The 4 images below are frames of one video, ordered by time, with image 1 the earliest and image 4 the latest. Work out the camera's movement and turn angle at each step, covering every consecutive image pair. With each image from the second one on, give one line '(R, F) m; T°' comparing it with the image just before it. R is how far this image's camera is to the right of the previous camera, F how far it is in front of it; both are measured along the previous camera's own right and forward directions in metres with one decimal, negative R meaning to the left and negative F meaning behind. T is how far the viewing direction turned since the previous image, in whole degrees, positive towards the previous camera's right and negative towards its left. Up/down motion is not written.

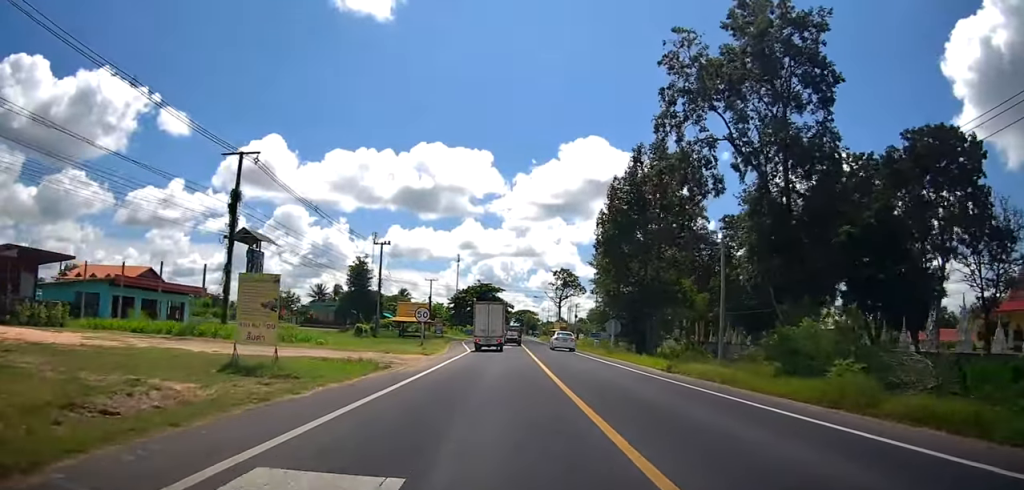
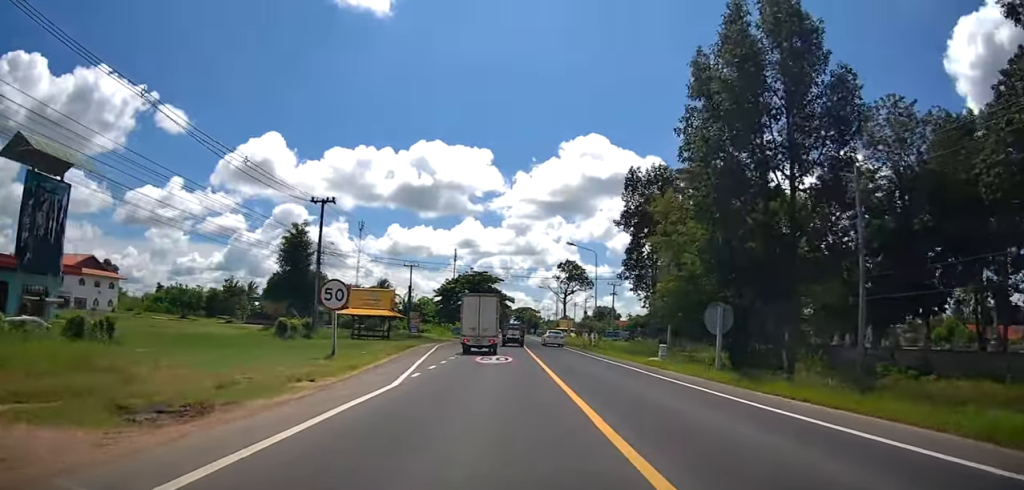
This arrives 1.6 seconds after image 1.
(+0.1, +22.7) m; -2°
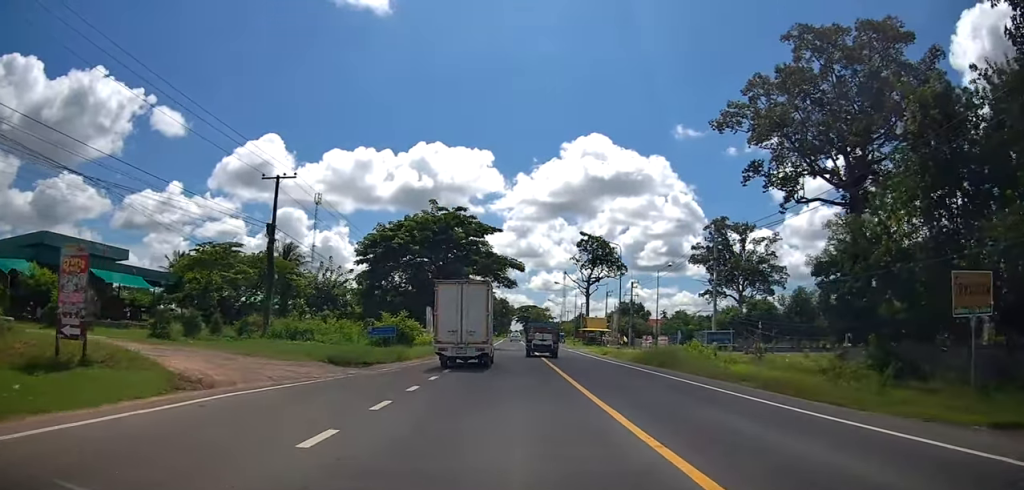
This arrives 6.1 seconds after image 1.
(+1.5, +53.8) m; +2°
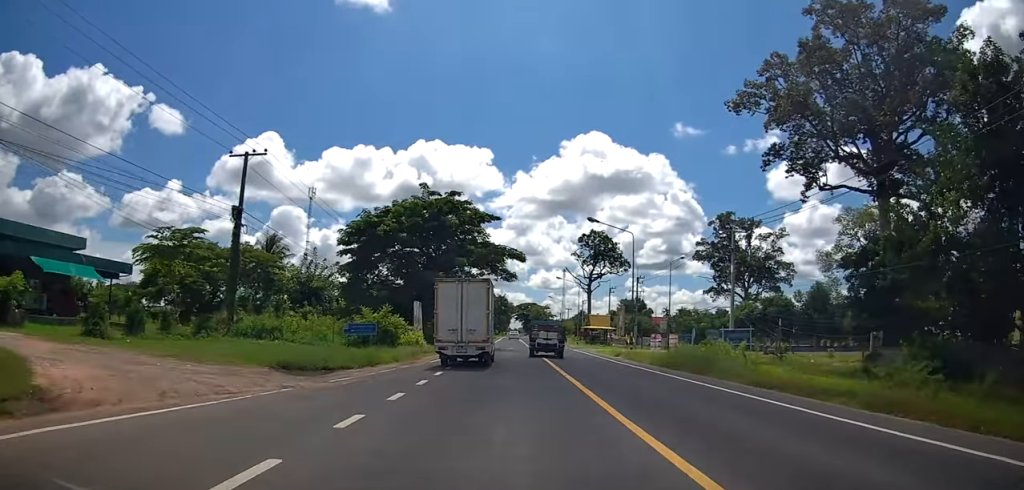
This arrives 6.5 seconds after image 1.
(+0.4, +4.8) m; 0°
